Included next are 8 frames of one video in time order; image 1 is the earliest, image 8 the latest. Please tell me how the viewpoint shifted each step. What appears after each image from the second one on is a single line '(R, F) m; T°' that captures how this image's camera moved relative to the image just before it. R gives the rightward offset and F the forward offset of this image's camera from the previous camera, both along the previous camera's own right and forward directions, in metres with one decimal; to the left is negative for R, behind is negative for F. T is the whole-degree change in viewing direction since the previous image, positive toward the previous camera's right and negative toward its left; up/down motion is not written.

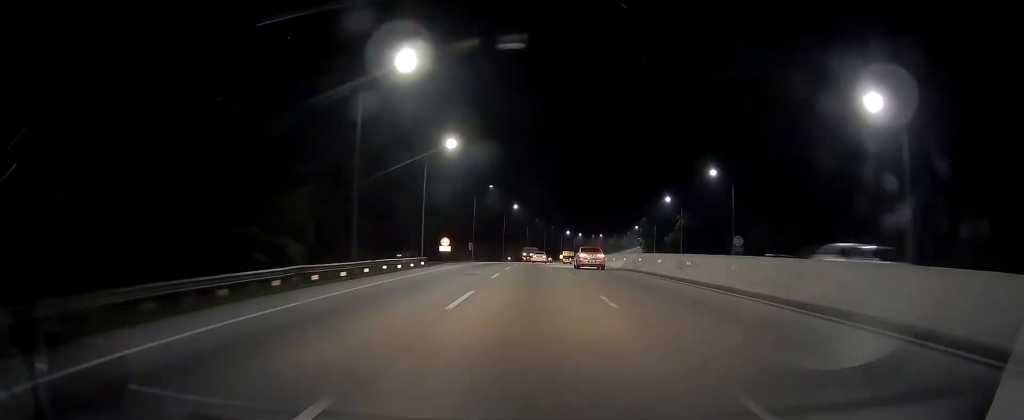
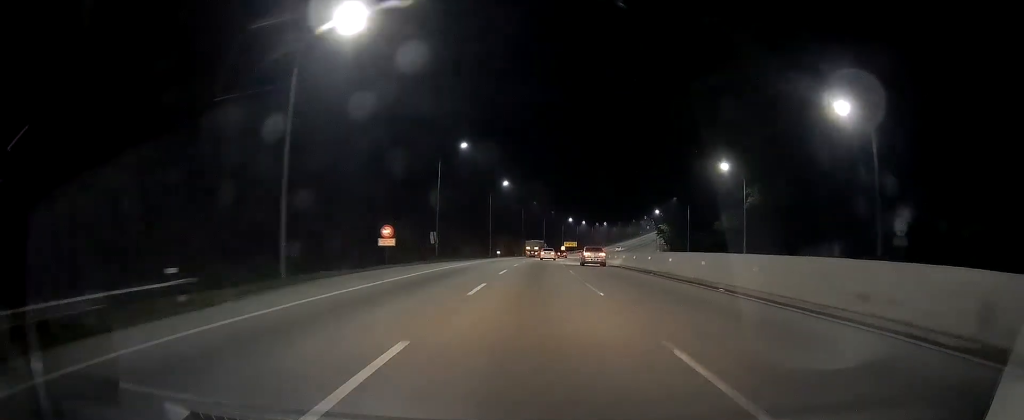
(+0.4, +32.6) m; 0°
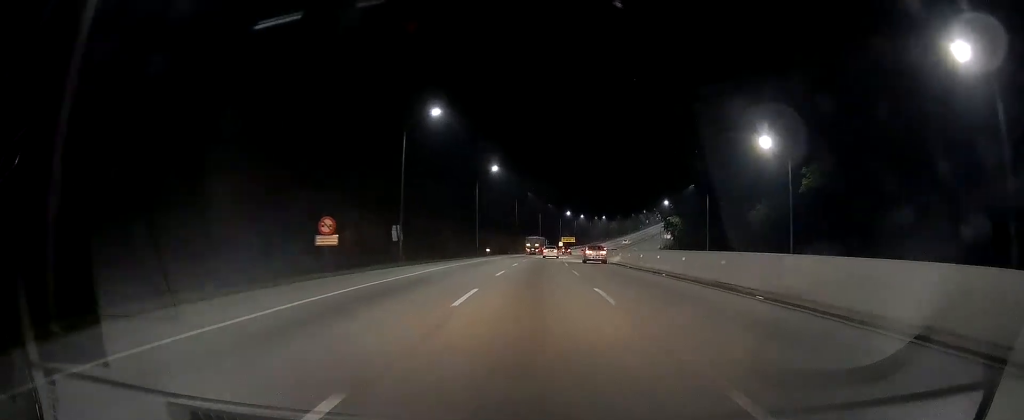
(-0.4, +14.8) m; 0°
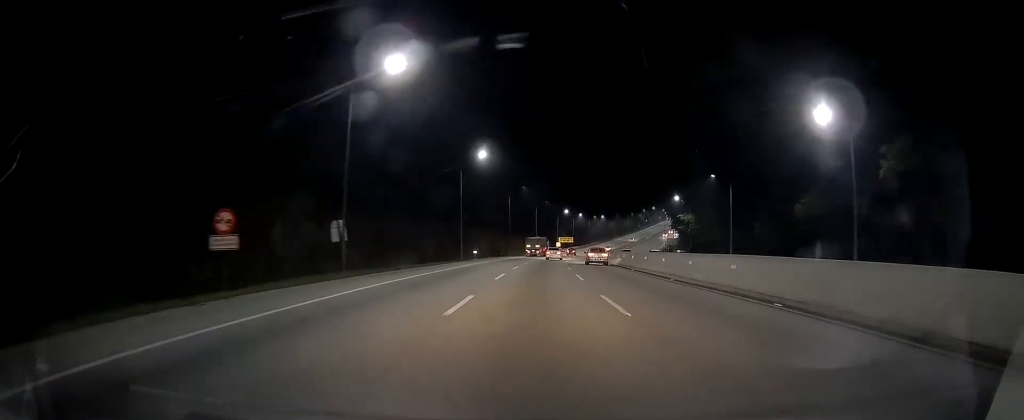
(+0.4, +13.4) m; +1°
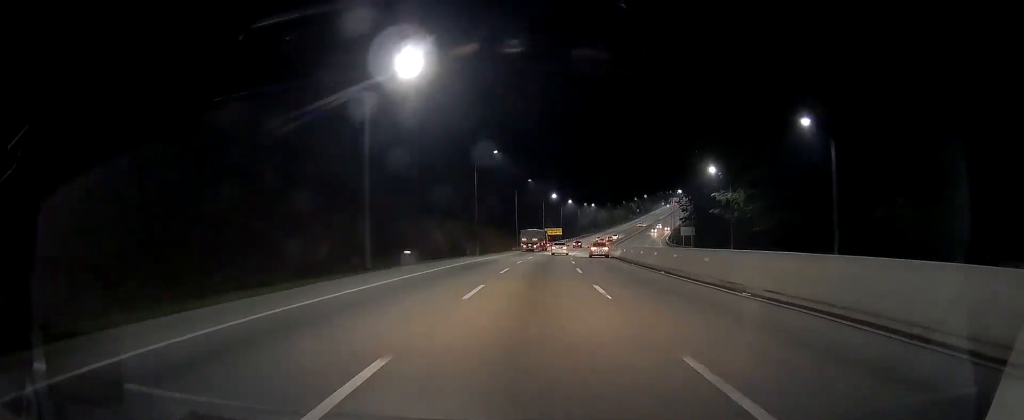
(+0.4, +33.3) m; +1°
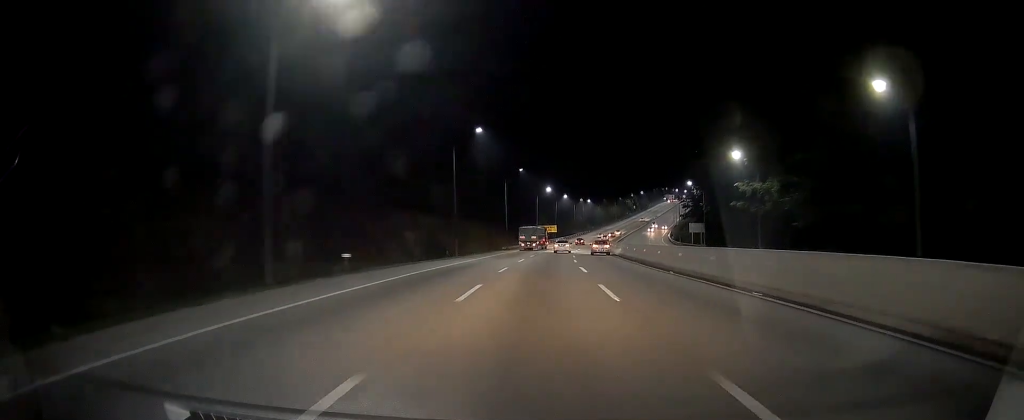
(-0.1, +12.9) m; +1°
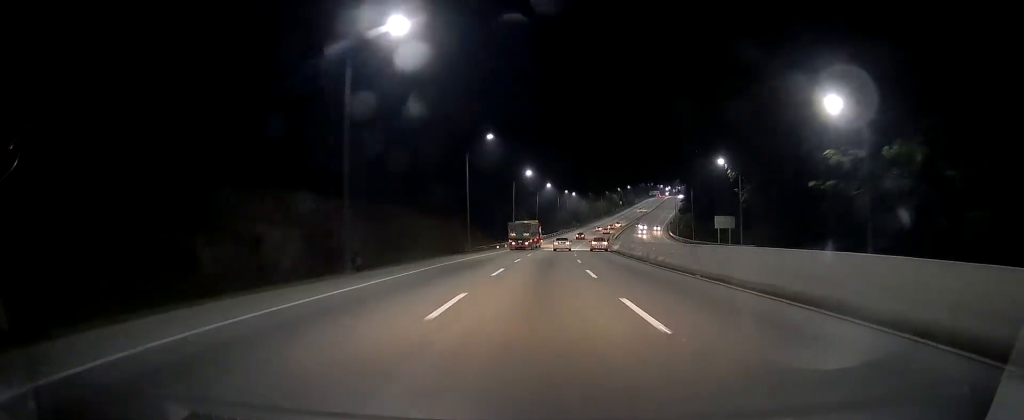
(+0.7, +28.3) m; +2°
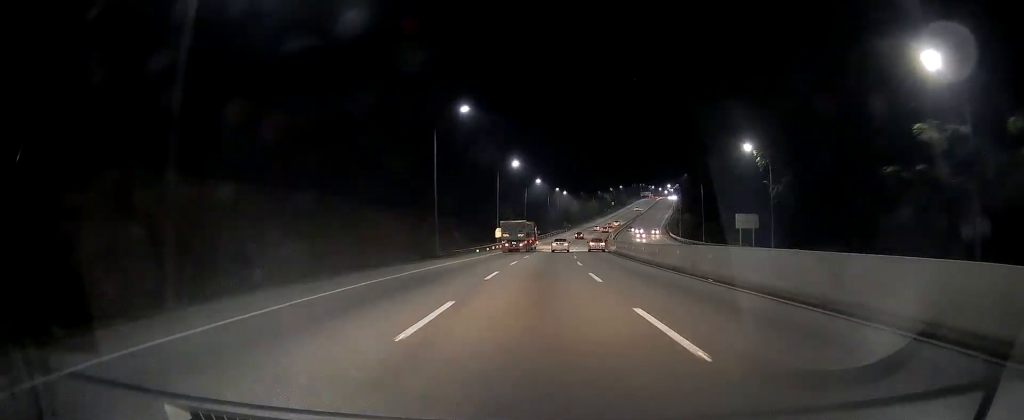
(+0.1, +13.9) m; 0°
